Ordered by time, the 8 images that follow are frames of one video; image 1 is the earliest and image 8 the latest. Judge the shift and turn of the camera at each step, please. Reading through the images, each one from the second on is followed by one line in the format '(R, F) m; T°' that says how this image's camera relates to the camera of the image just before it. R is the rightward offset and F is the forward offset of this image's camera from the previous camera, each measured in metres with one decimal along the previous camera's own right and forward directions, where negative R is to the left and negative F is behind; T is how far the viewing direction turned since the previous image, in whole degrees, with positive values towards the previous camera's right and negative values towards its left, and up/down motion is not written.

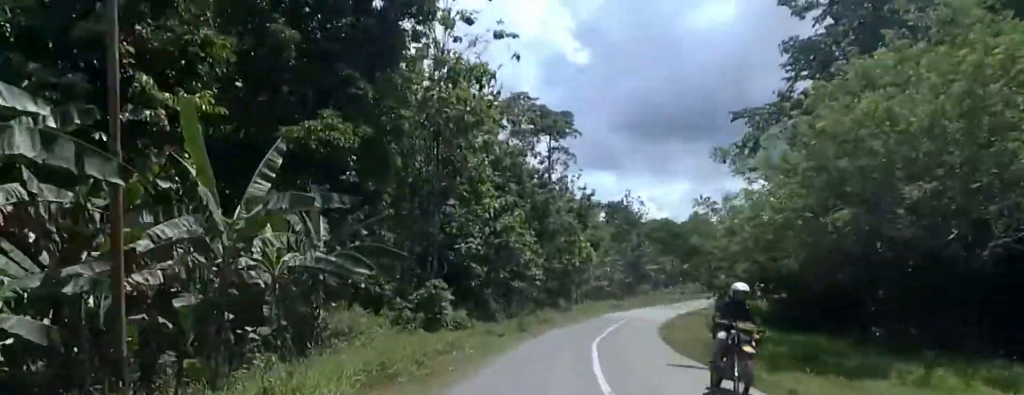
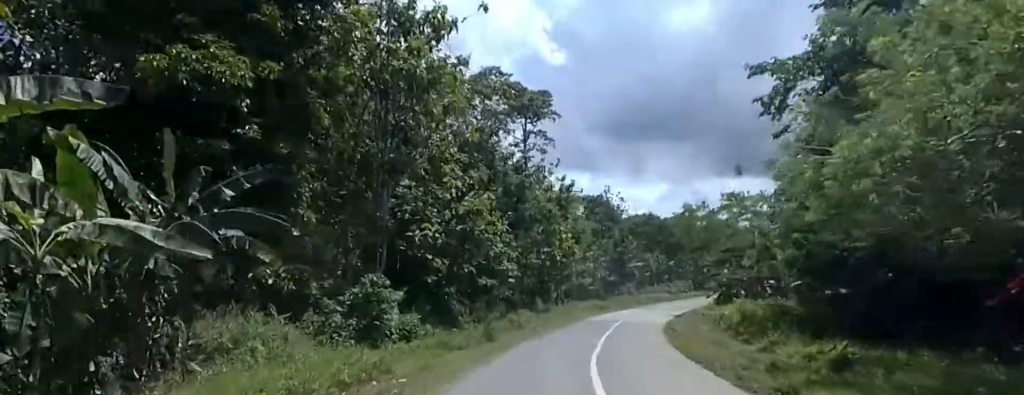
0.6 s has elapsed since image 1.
(+0.6, +6.7) m; +2°
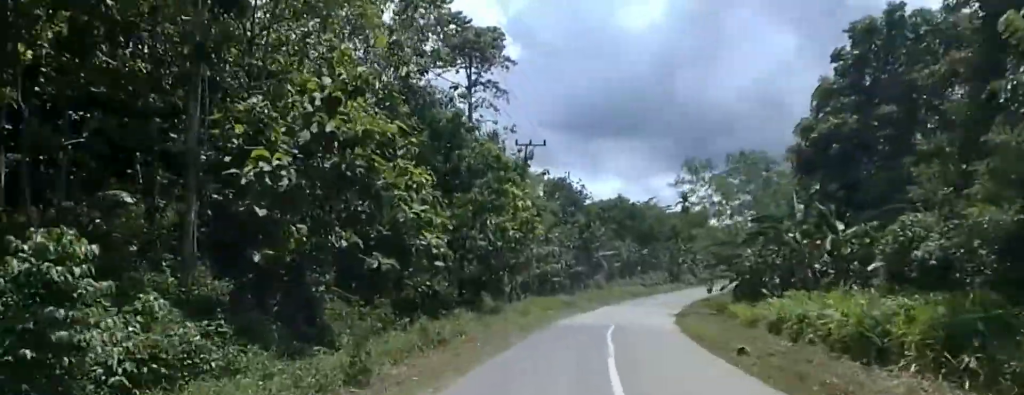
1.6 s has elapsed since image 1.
(+0.6, +12.9) m; -1°
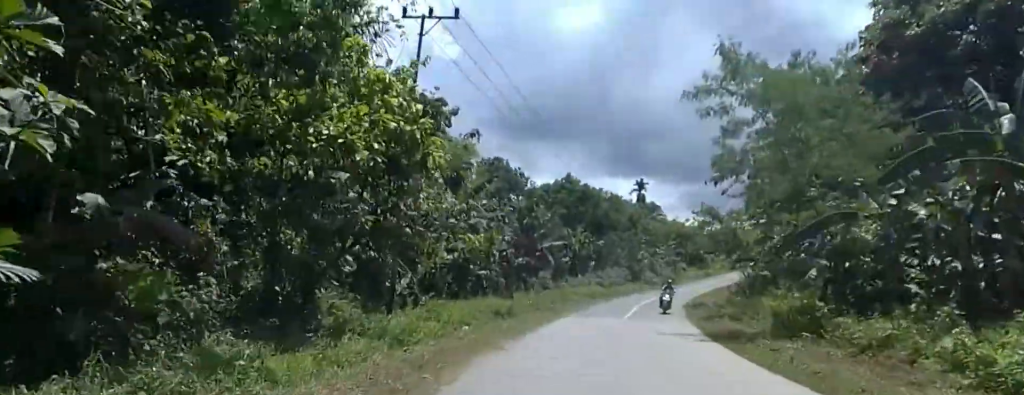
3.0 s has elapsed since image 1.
(-0.7, +16.1) m; +8°
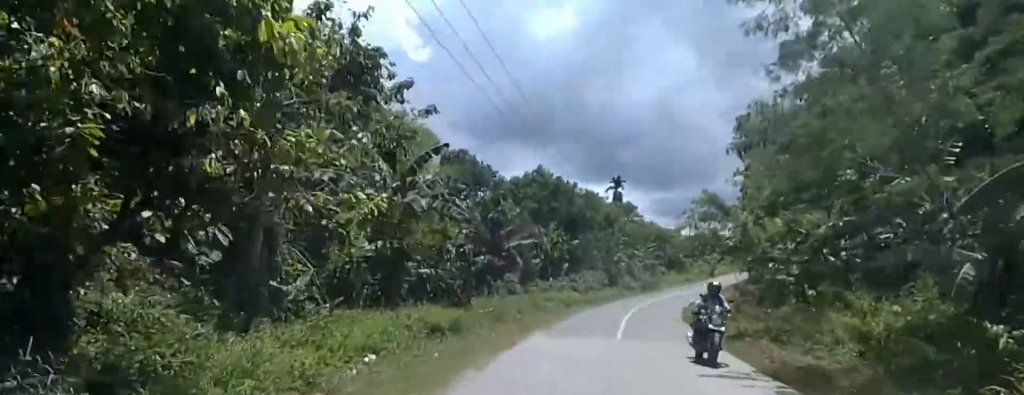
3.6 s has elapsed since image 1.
(+0.7, +6.8) m; +4°
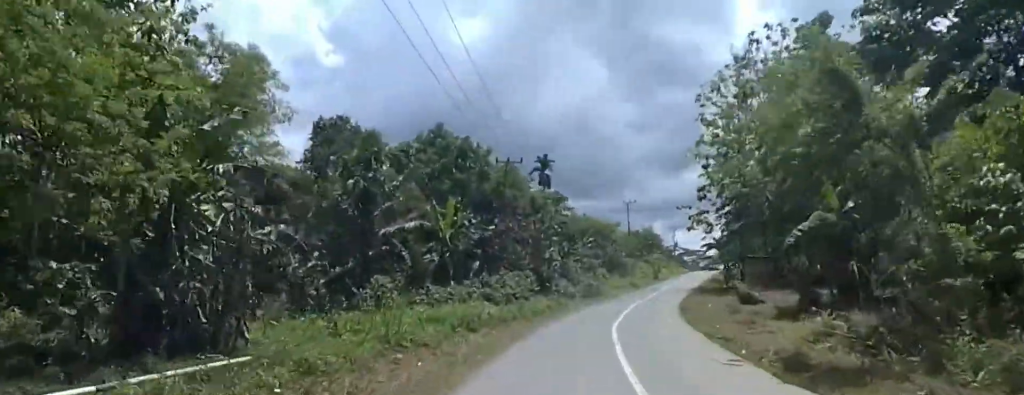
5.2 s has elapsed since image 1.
(-0.6, +18.0) m; +1°
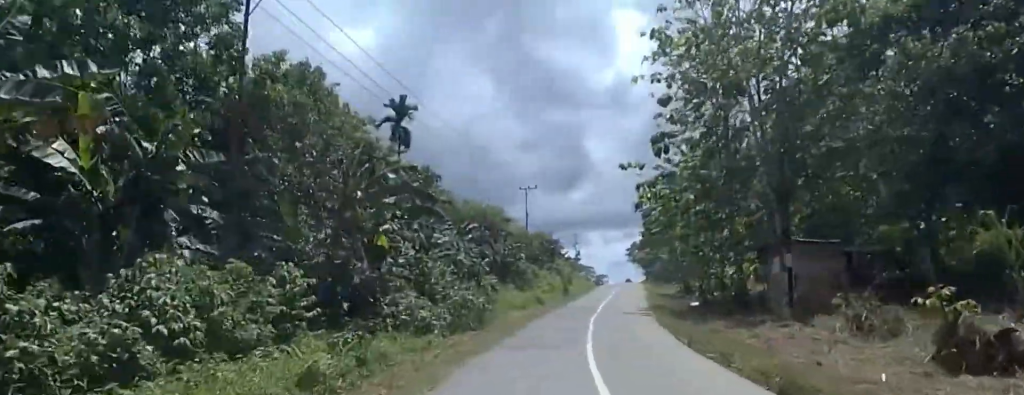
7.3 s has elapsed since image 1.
(+5.1, +23.5) m; +22°
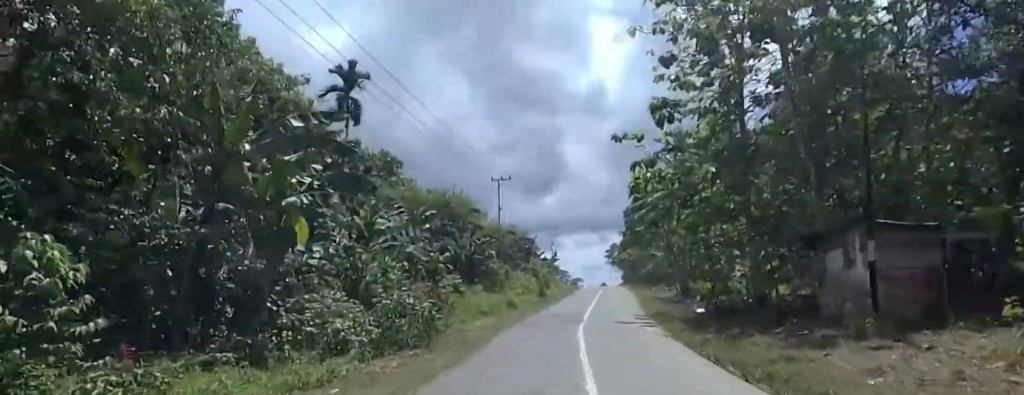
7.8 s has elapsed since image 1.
(+0.9, +6.3) m; +1°
